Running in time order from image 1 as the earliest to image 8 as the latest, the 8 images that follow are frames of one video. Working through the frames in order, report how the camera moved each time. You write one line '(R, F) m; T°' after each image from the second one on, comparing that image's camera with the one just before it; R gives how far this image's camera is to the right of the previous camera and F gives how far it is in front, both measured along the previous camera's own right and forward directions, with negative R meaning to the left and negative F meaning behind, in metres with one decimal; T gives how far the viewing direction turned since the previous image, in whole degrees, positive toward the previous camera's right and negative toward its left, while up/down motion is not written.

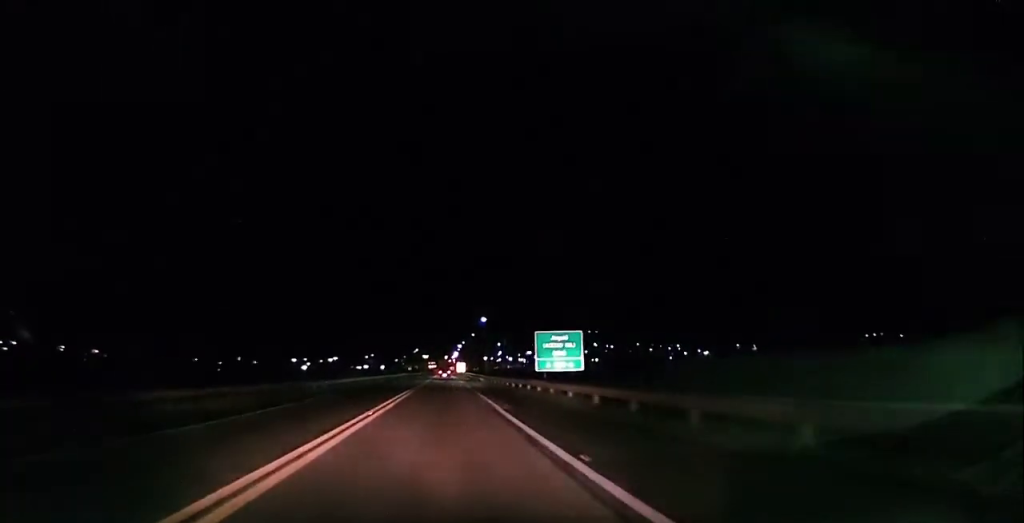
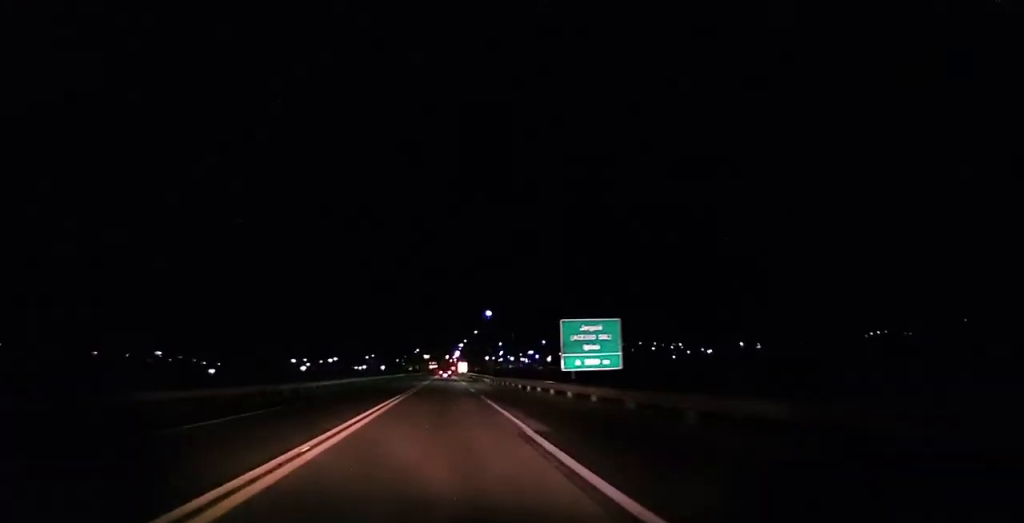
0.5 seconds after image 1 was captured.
(0.0, +8.3) m; 0°
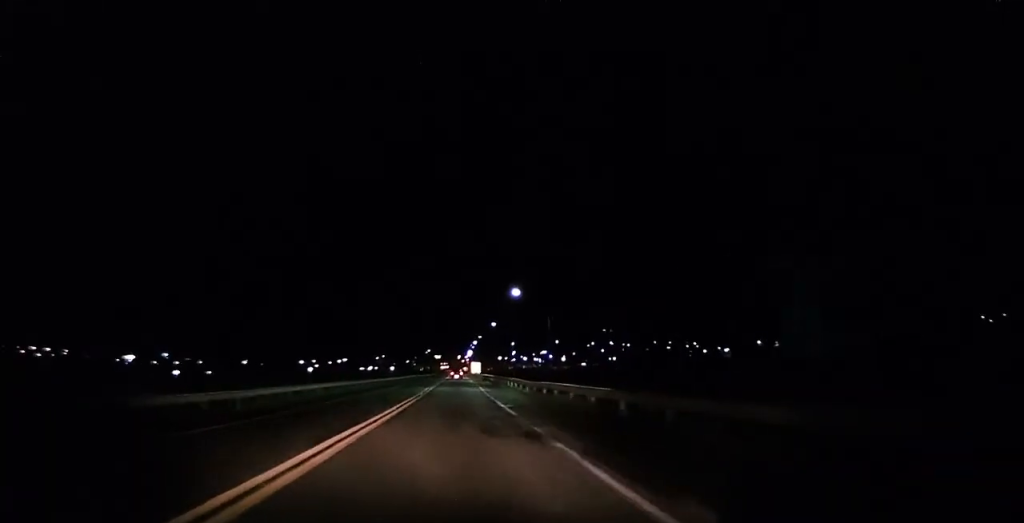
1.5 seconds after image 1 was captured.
(0.0, +18.7) m; 0°
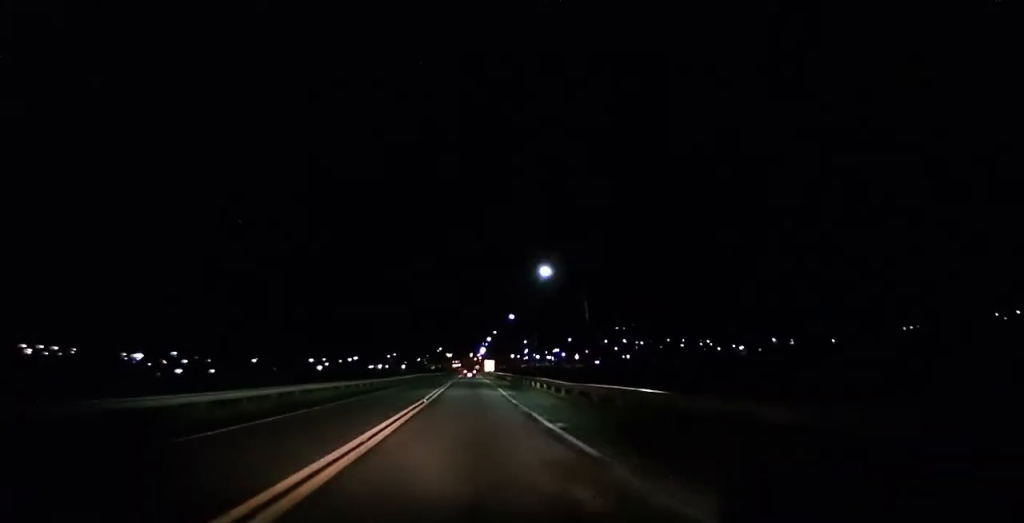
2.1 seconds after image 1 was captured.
(0.0, +9.8) m; 0°
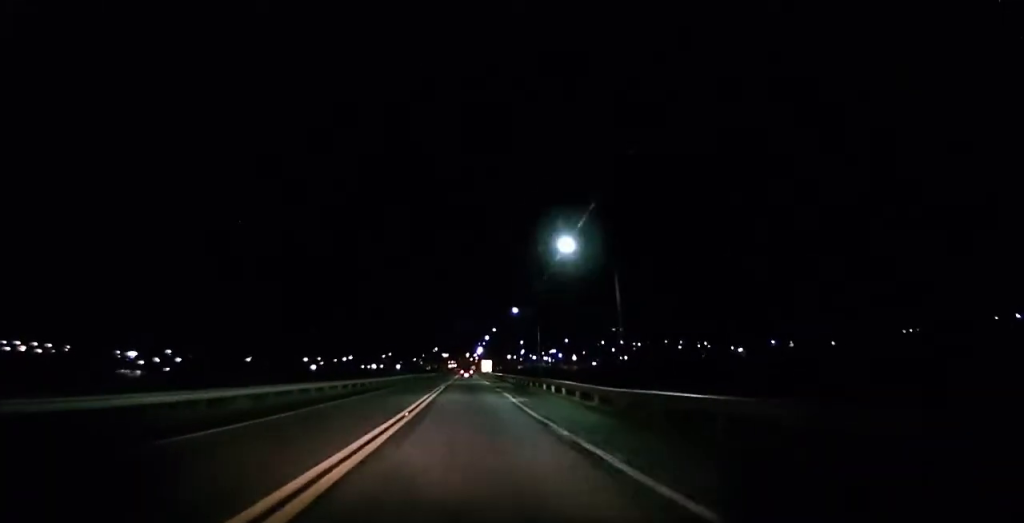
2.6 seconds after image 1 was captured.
(0.0, +8.6) m; 0°
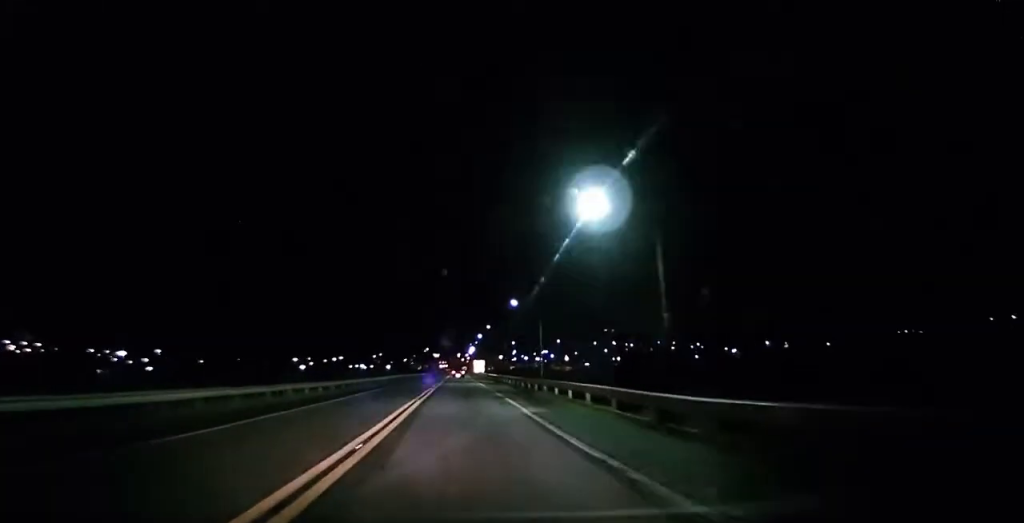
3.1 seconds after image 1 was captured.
(0.0, +7.9) m; 0°
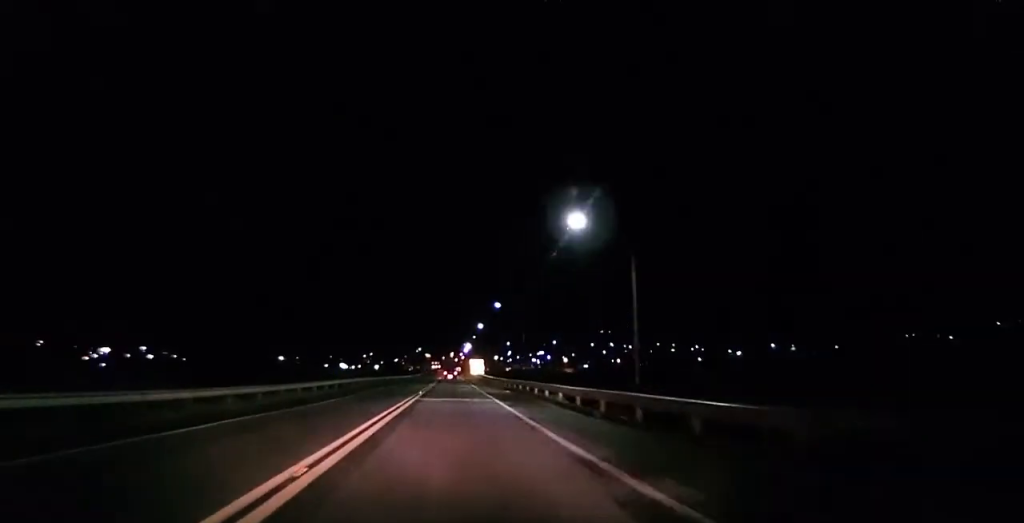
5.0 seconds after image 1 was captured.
(-0.1, +32.8) m; 0°
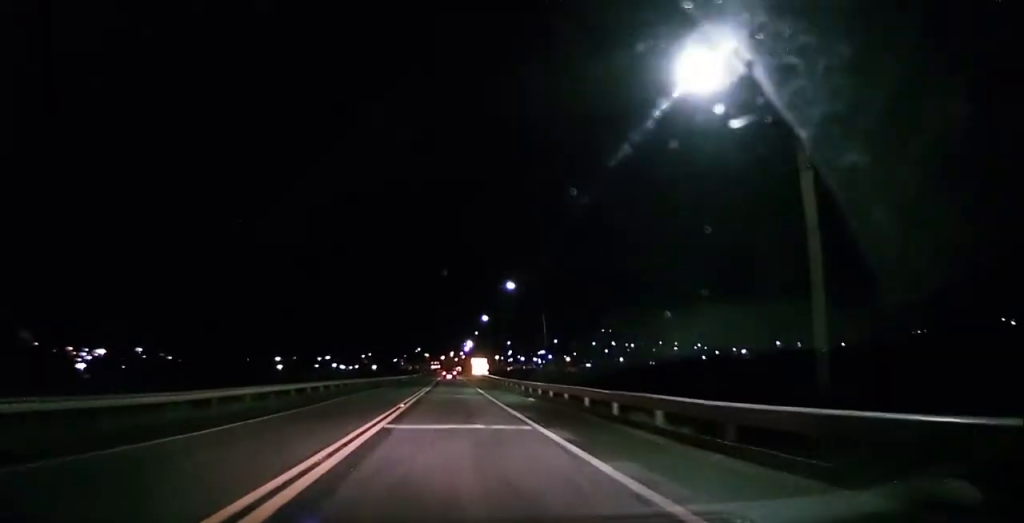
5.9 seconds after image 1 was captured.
(0.0, +14.1) m; +1°
